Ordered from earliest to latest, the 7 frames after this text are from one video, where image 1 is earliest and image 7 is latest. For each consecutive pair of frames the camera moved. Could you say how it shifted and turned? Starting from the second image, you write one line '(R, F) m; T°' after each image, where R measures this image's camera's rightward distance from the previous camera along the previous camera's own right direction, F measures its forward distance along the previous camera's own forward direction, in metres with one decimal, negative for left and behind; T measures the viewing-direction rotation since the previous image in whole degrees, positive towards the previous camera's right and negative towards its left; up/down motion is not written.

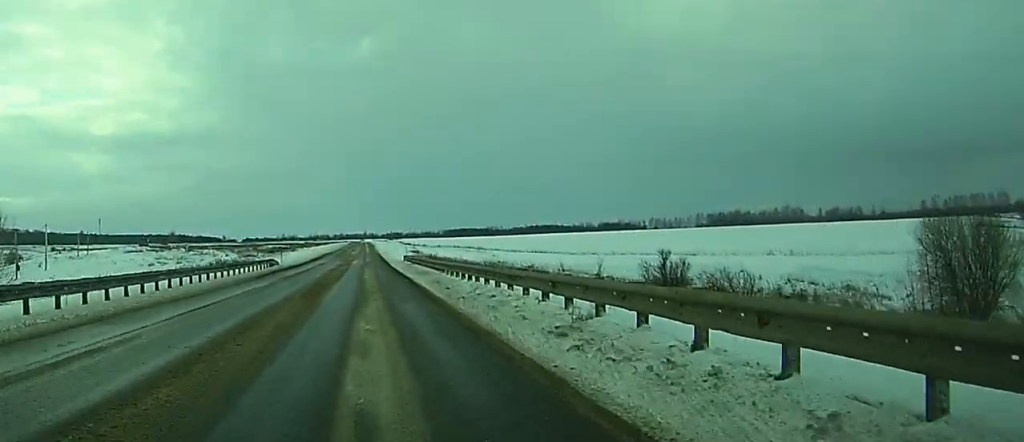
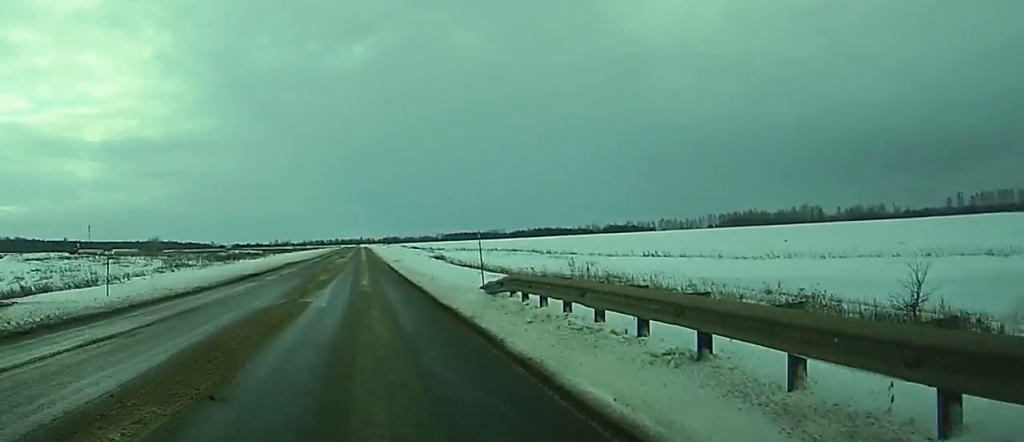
(+0.2, +56.7) m; +1°
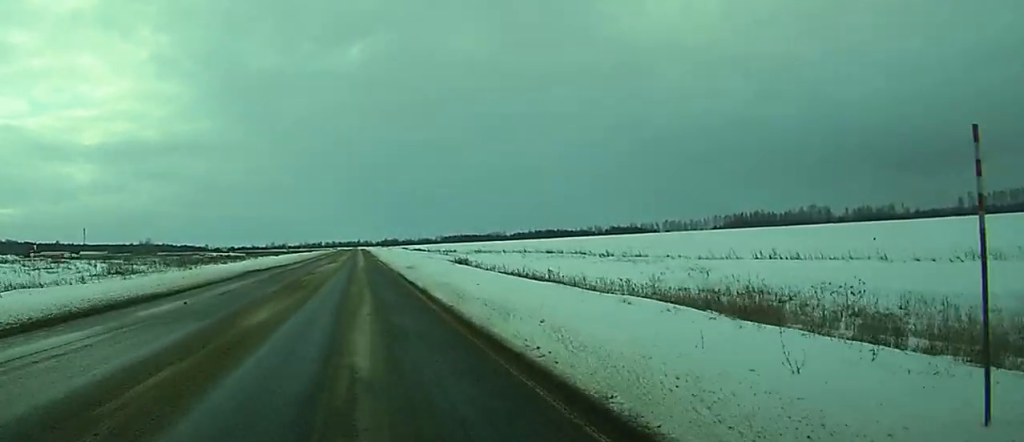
(+0.1, +23.9) m; 0°
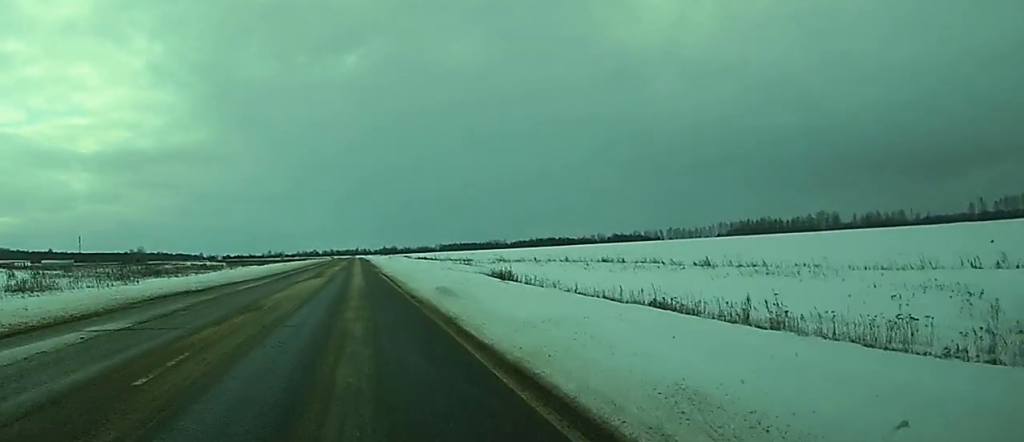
(0.0, +22.0) m; 0°
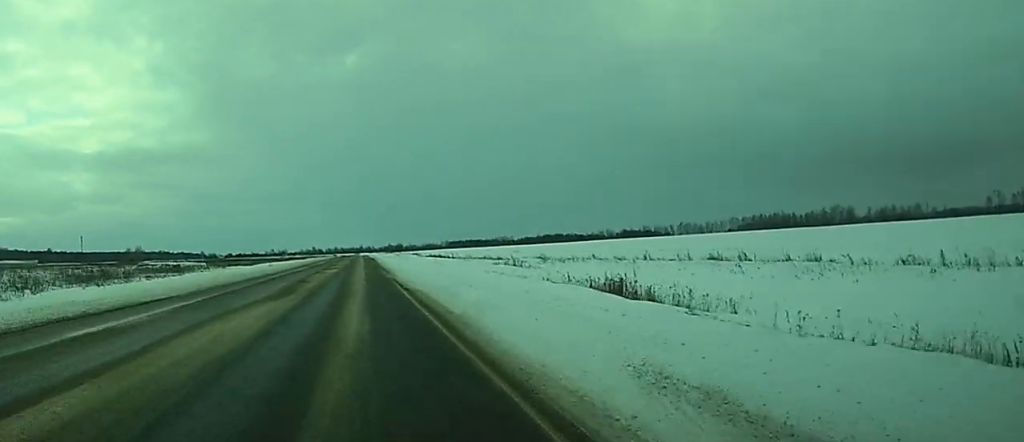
(0.0, +21.9) m; 0°
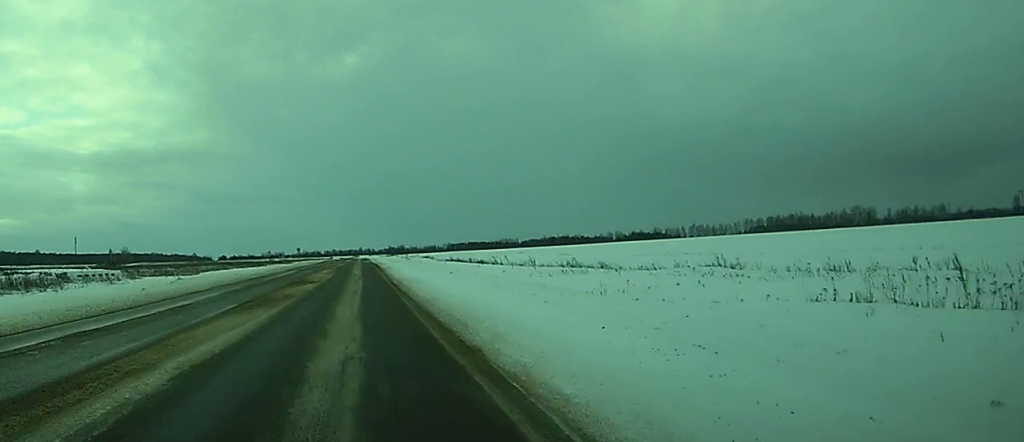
(-0.1, +42.7) m; 0°
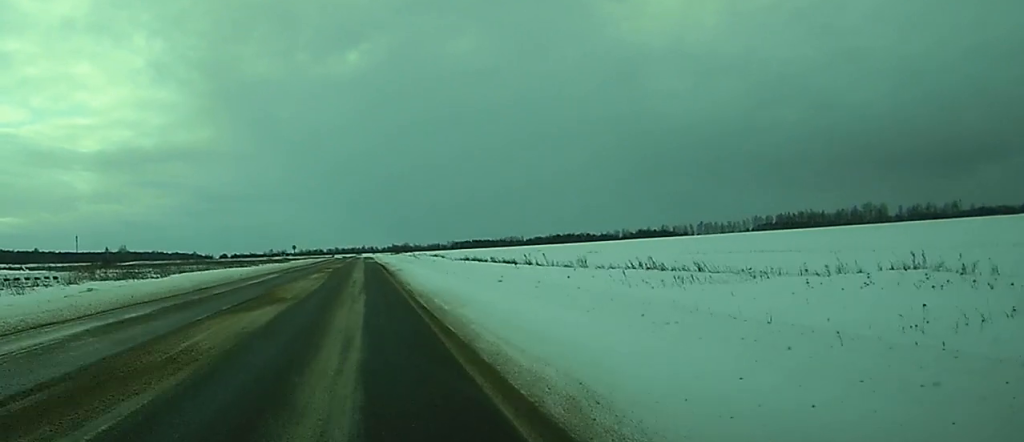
(0.0, +15.6) m; 0°
